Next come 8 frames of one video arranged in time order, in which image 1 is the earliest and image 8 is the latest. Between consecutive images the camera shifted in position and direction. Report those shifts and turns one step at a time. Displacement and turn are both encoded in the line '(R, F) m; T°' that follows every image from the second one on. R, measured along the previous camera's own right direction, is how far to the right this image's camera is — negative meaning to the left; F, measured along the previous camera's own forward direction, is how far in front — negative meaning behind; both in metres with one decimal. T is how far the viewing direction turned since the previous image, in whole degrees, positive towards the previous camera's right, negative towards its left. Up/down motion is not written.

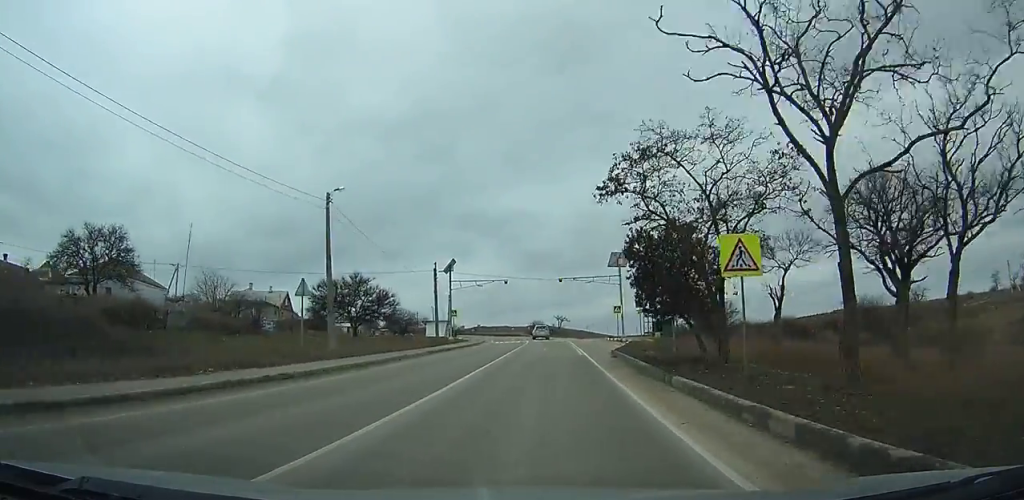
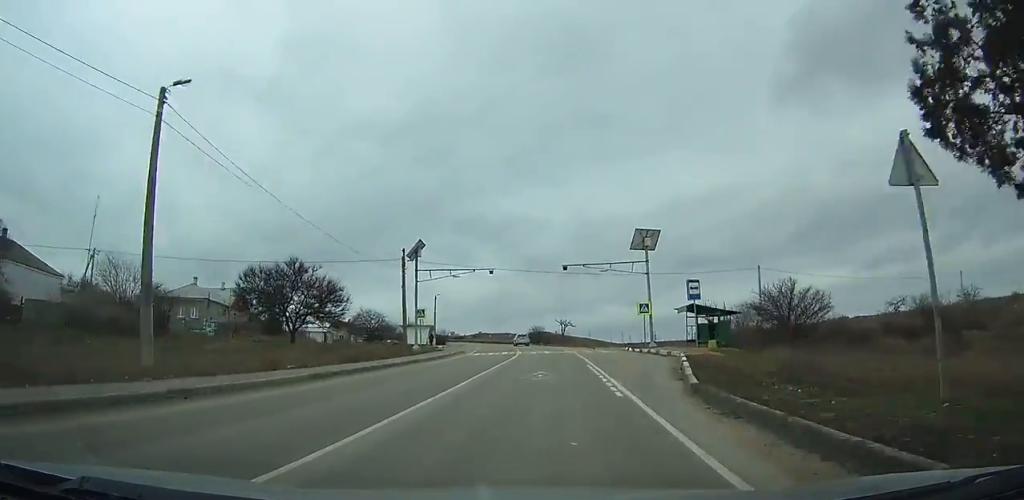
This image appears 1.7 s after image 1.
(-0.1, +16.8) m; -1°
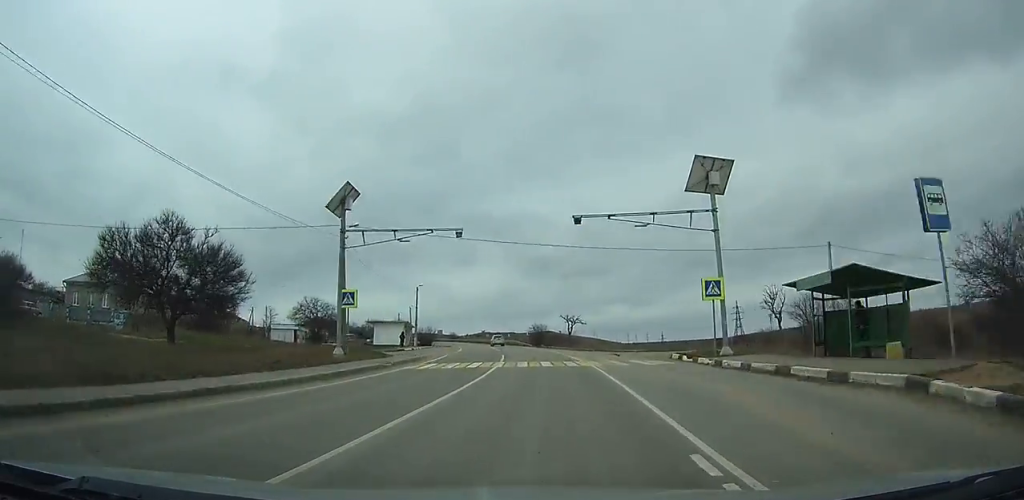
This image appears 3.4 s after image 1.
(-0.1, +17.8) m; -1°
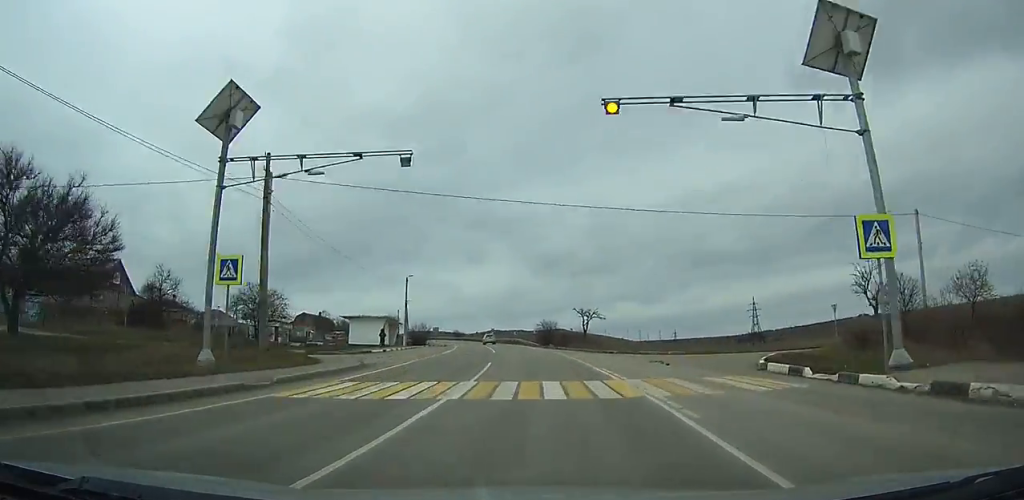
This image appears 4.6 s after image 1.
(-0.1, +12.7) m; -1°
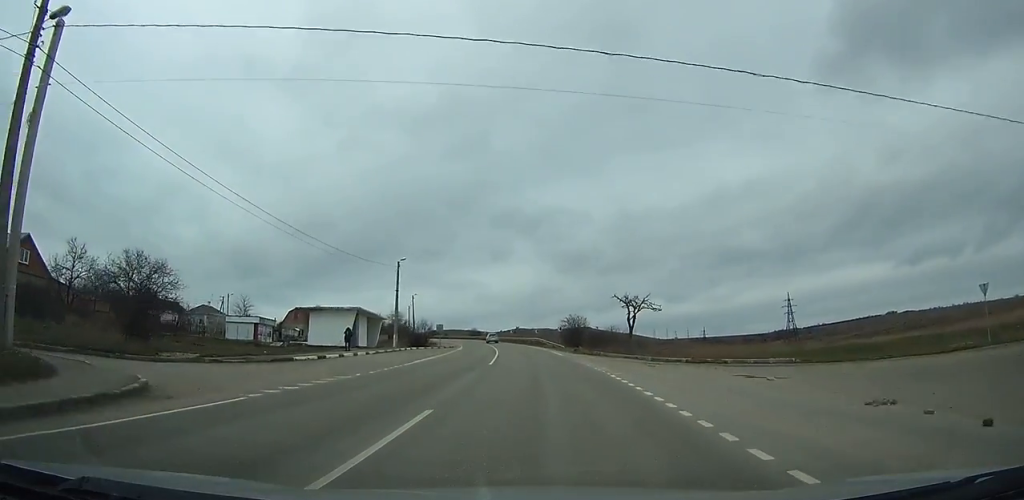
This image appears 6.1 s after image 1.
(-0.2, +16.6) m; -2°
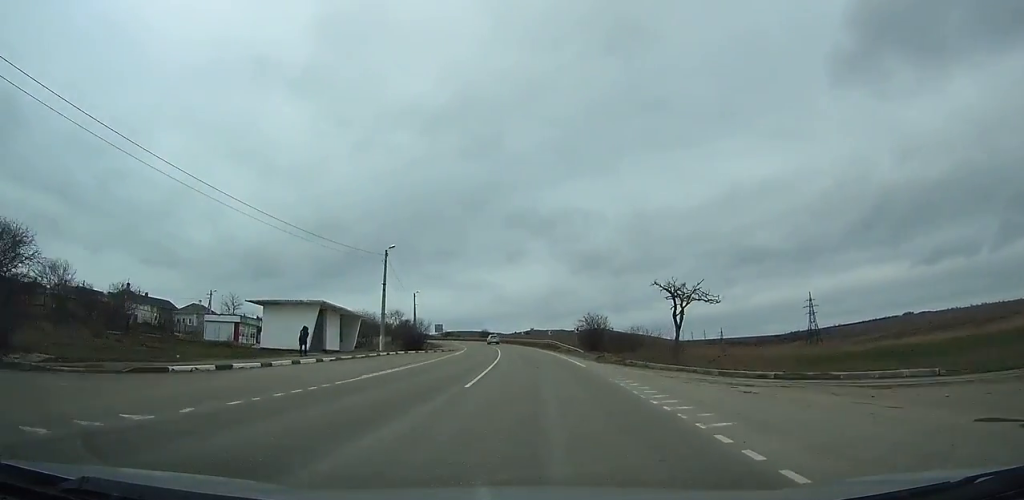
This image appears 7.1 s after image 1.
(0.0, +10.3) m; -1°
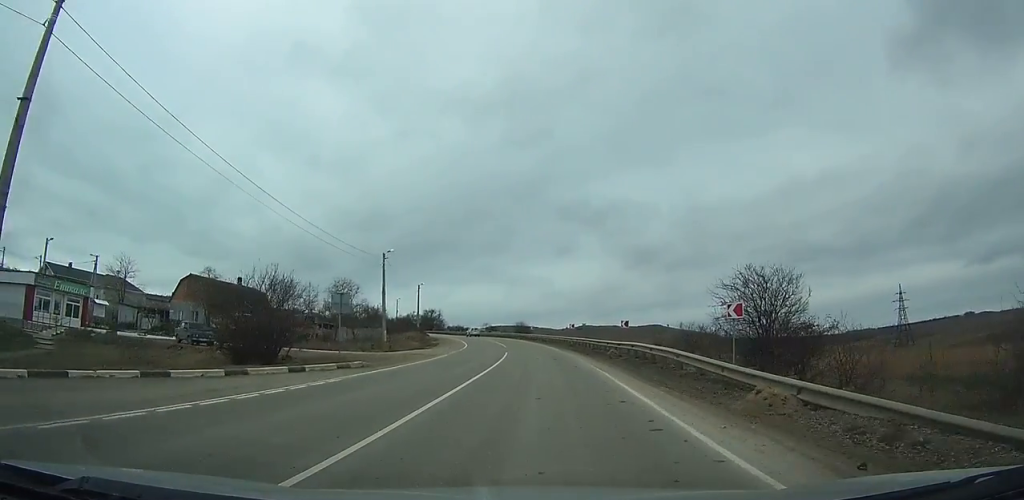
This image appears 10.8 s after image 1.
(-2.1, +43.8) m; -5°
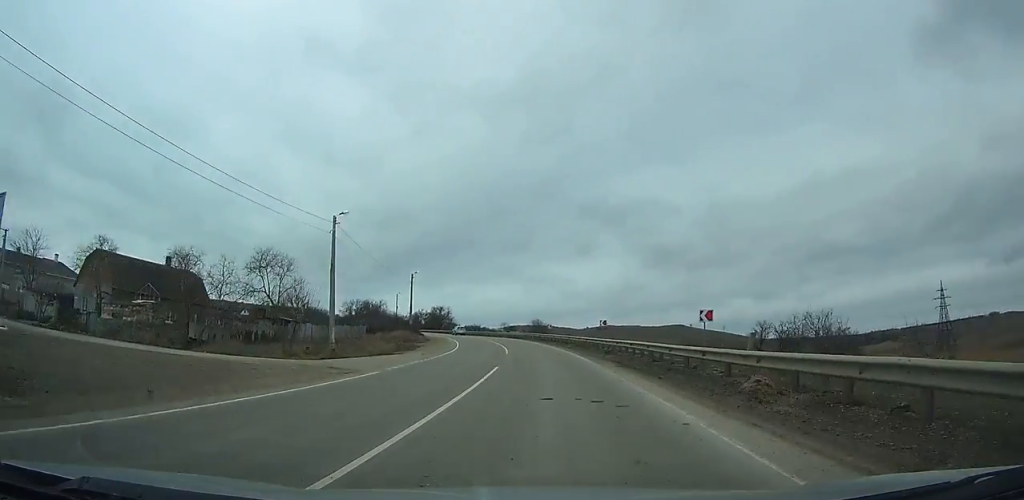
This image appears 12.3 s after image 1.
(-0.4, +18.4) m; -3°
